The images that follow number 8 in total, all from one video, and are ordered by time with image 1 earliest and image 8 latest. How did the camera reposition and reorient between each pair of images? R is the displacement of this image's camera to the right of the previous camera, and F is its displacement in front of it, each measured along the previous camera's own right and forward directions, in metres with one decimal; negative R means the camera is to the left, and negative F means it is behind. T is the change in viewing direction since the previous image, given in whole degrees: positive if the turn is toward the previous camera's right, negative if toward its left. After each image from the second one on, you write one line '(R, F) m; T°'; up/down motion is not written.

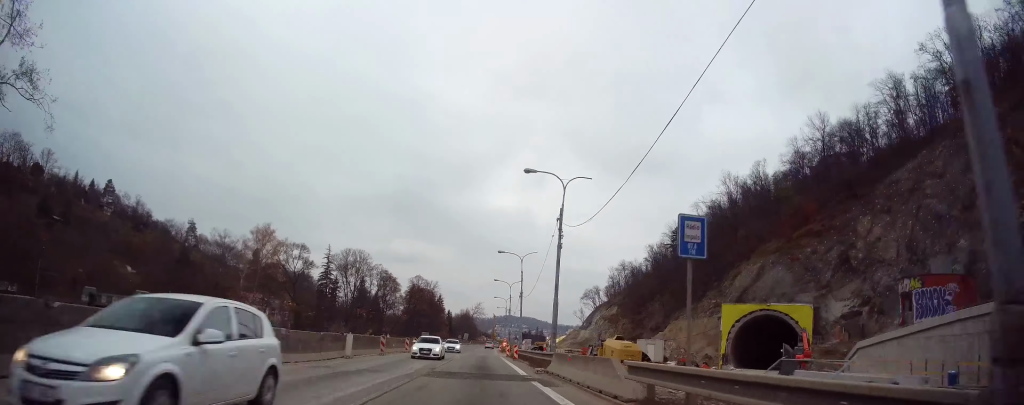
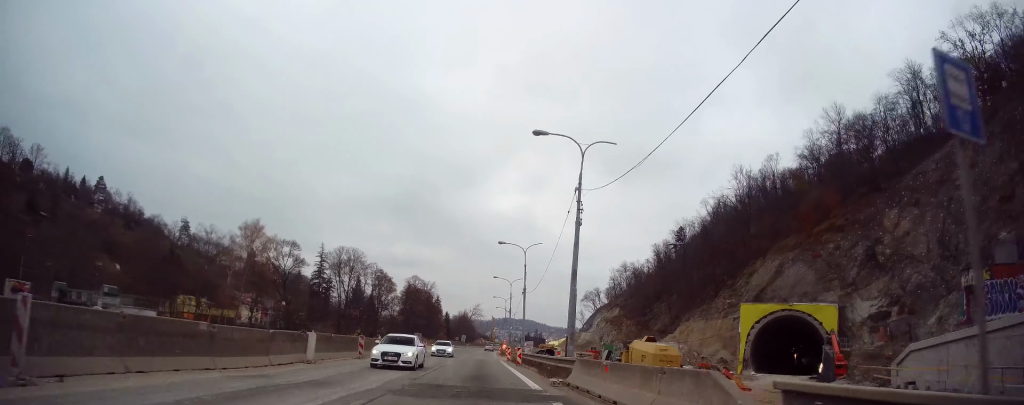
(-0.1, +5.4) m; +1°
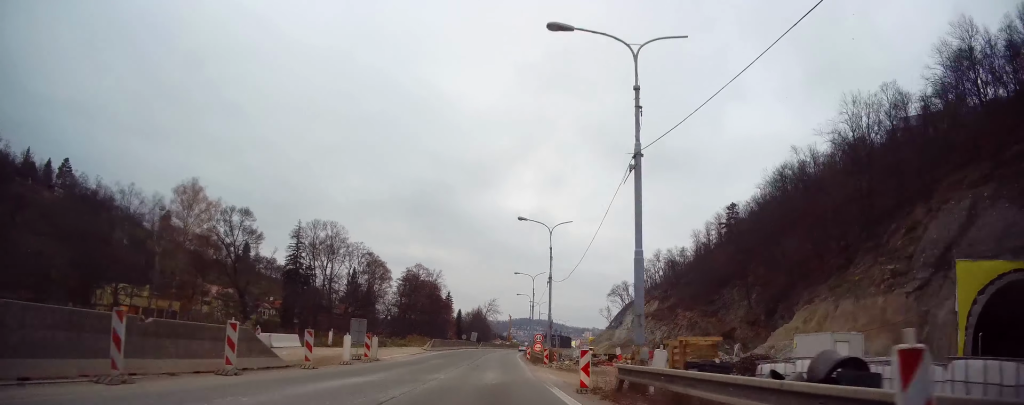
(-0.9, +31.9) m; -2°
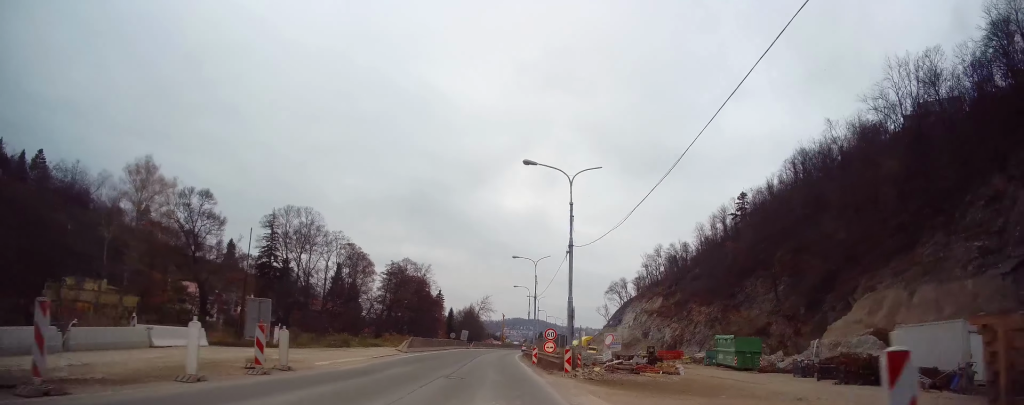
(+0.2, +12.7) m; +1°
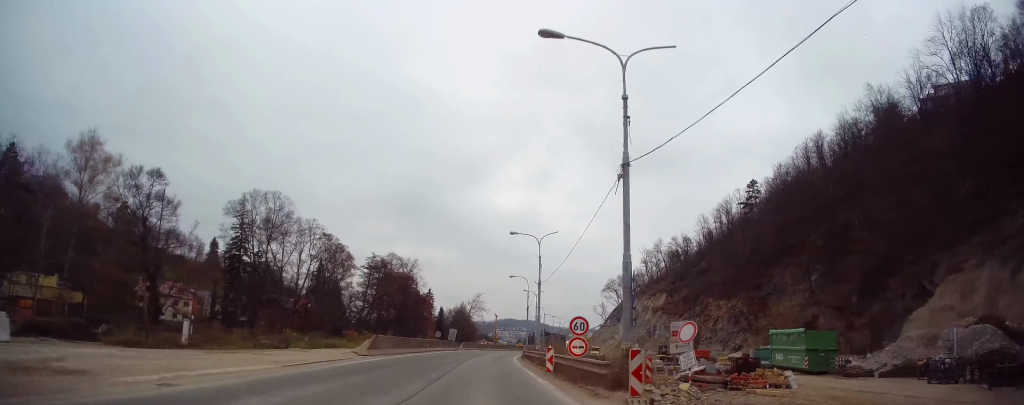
(0.0, +11.3) m; 0°
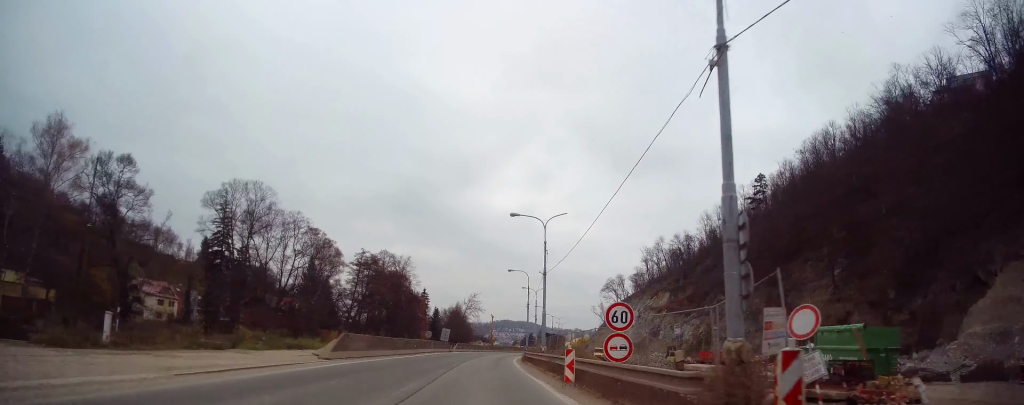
(0.0, +6.5) m; 0°
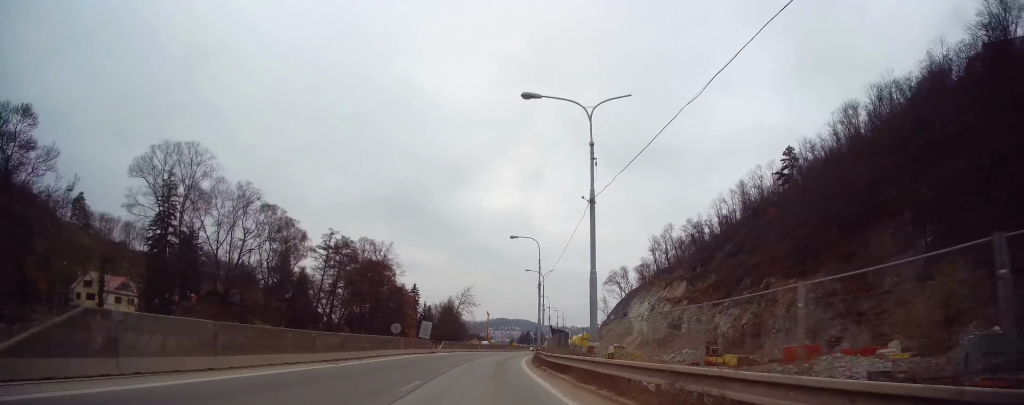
(0.0, +17.8) m; +1°
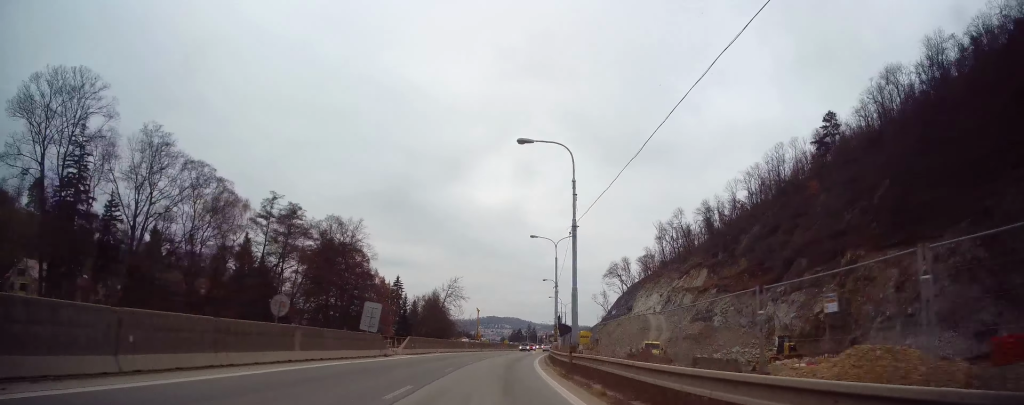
(+0.3, +19.9) m; +2°
